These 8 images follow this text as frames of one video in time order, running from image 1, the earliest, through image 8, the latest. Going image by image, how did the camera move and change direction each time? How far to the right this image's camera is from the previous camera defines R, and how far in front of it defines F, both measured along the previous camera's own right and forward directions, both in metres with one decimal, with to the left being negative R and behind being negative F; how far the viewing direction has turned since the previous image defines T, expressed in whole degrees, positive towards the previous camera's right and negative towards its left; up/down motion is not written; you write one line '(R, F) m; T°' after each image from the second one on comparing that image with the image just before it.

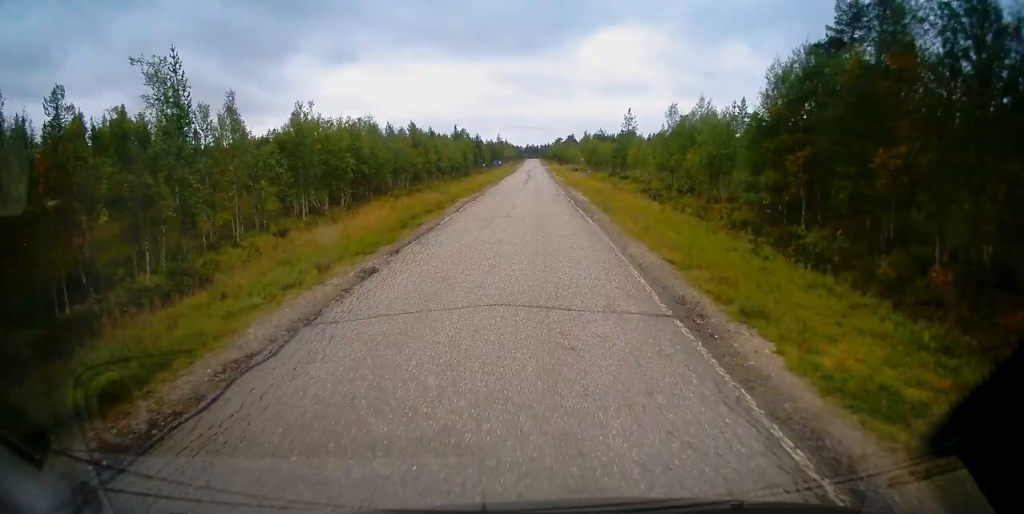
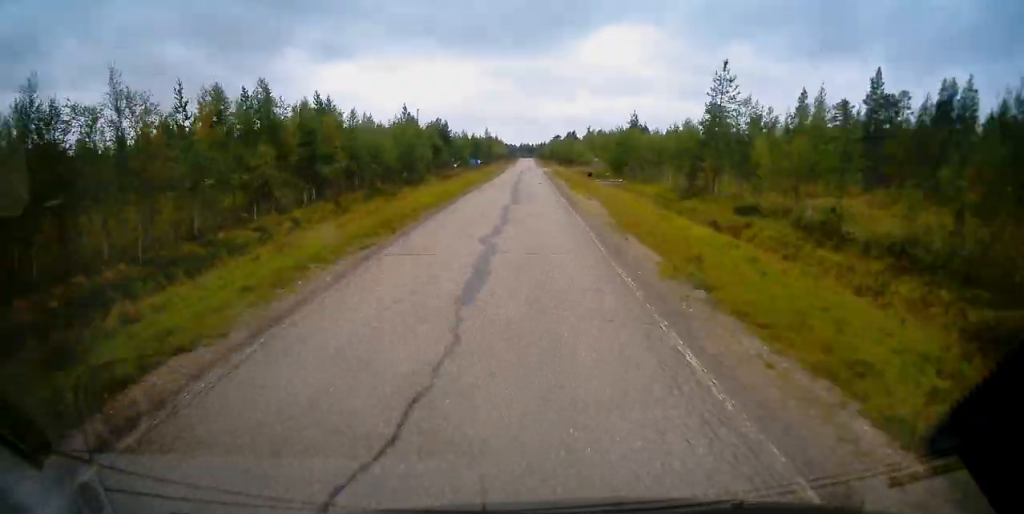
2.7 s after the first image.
(0.0, +41.8) m; 0°
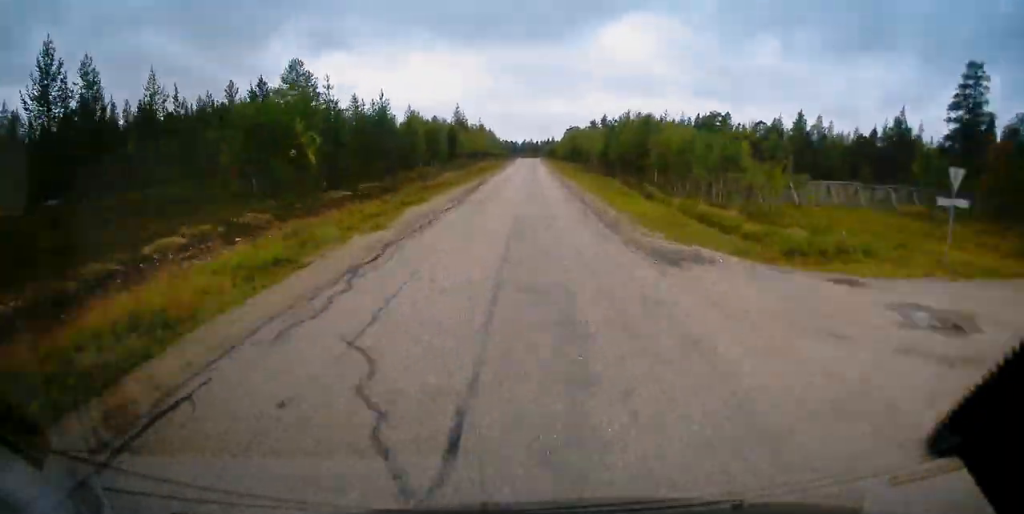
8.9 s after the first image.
(-0.1, +94.8) m; 0°
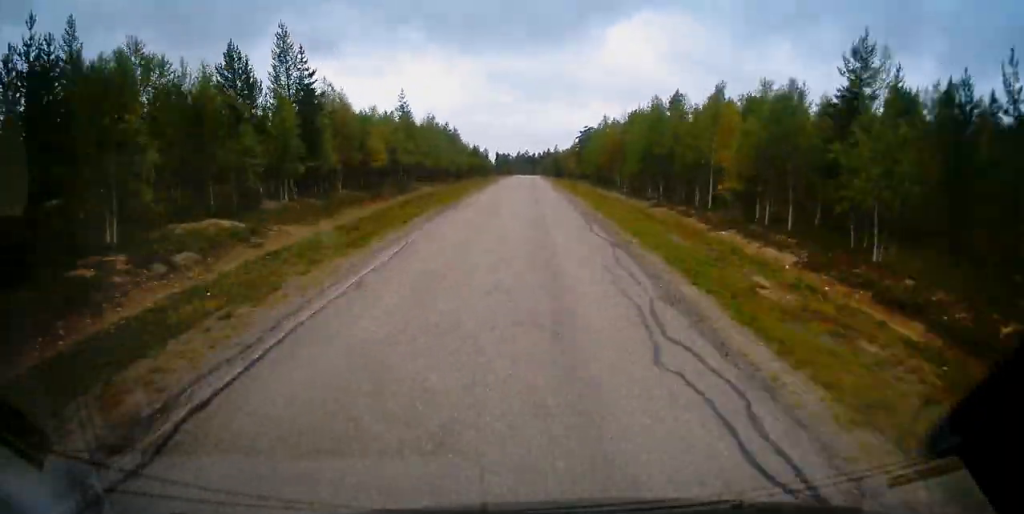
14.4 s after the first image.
(-0.1, +85.6) m; 0°
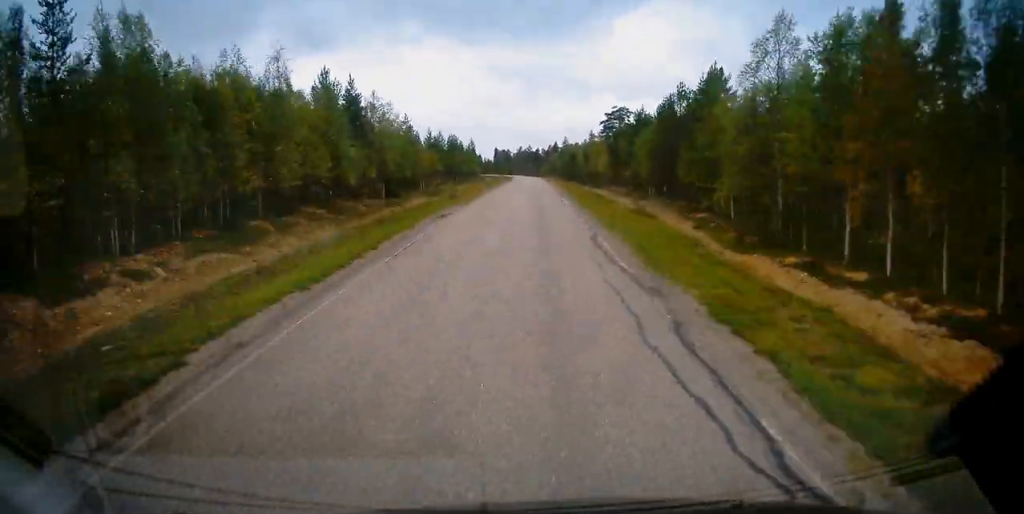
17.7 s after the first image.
(-0.2, +51.5) m; 0°
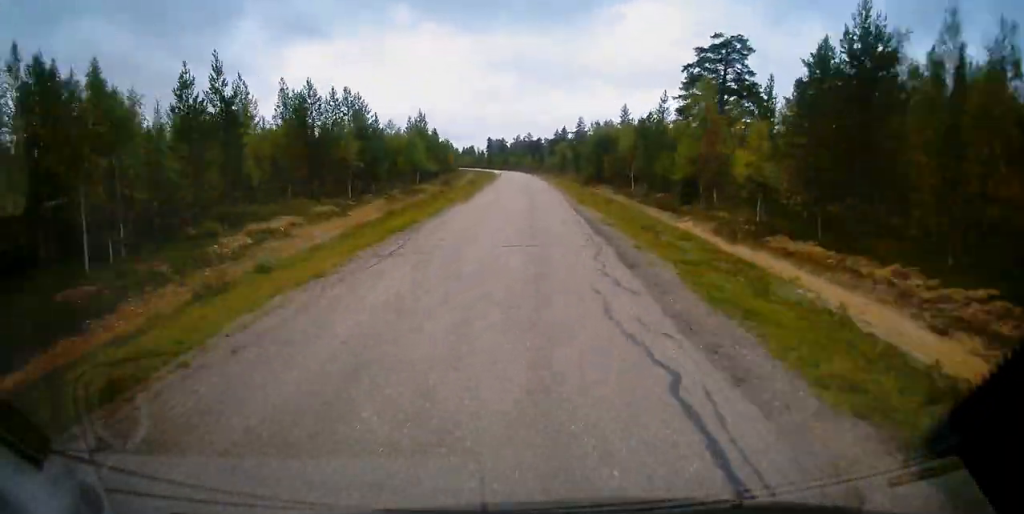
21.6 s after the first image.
(-0.3, +61.1) m; -1°
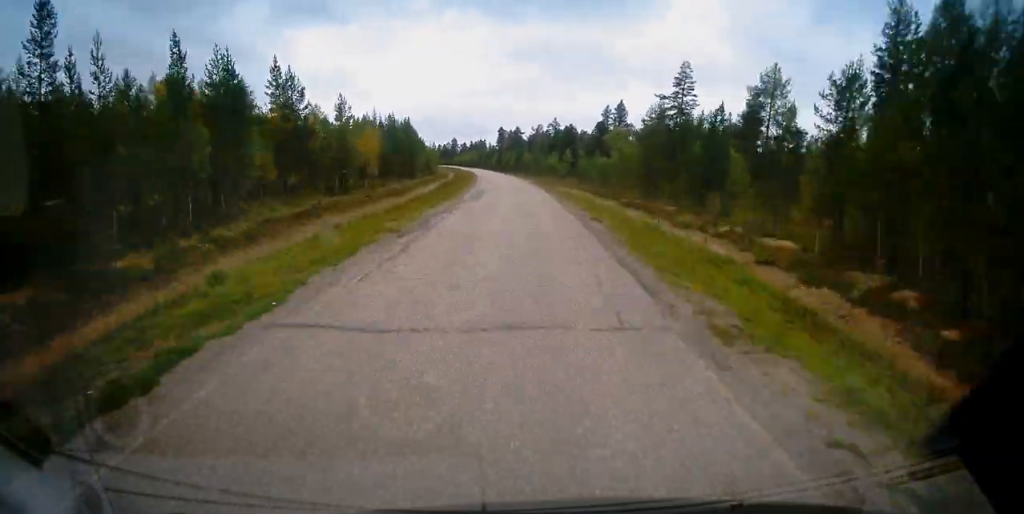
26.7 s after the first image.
(-1.5, +80.3) m; -3°
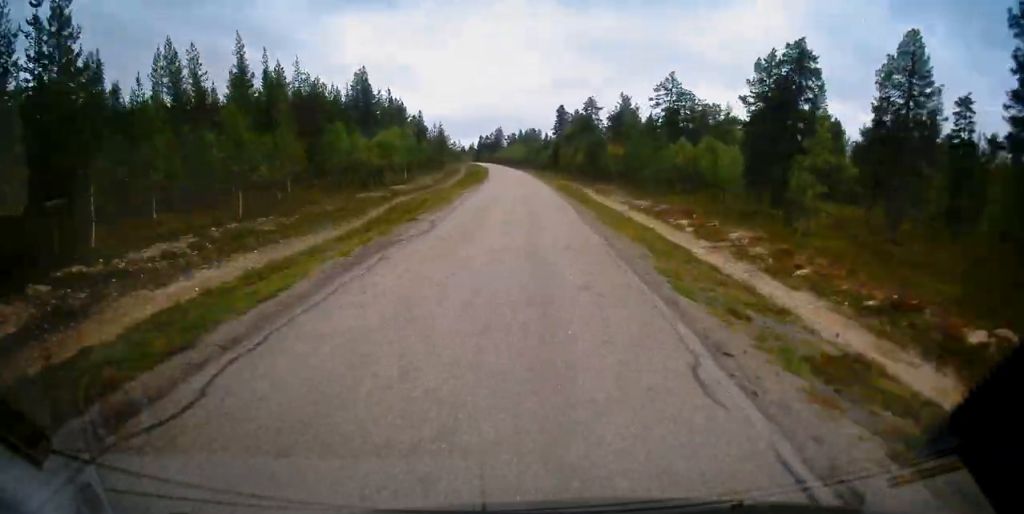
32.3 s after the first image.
(-2.9, +87.4) m; -4°
